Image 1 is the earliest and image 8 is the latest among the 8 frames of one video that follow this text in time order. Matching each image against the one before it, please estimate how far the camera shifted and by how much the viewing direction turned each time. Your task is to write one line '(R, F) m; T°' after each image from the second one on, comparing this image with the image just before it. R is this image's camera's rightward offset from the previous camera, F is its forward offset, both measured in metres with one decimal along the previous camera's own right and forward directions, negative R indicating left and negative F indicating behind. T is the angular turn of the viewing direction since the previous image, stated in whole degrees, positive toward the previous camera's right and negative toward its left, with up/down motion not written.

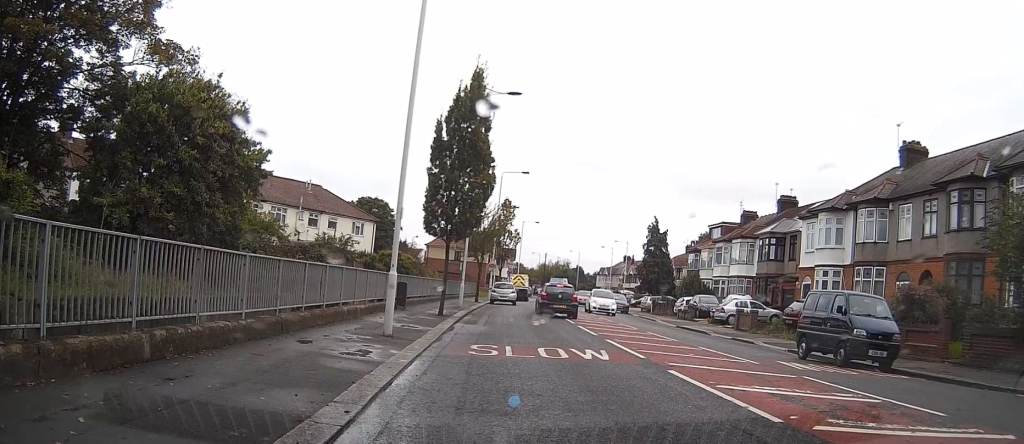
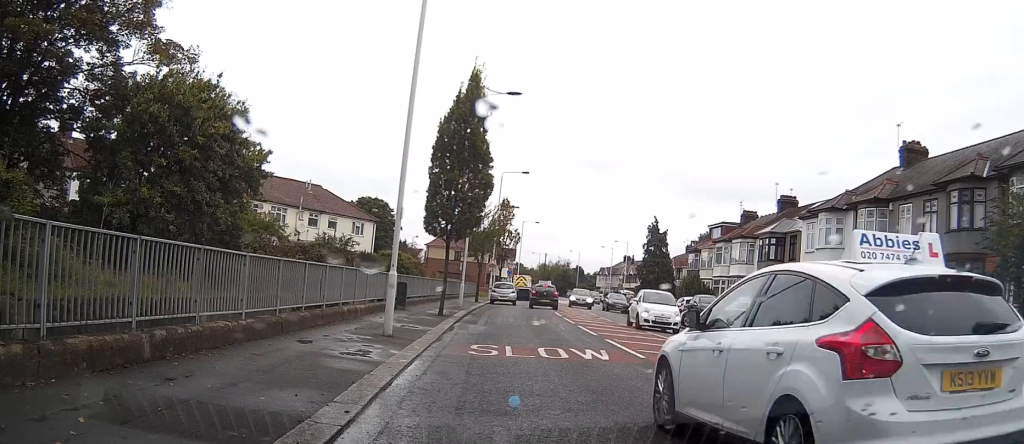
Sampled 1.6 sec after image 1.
(0.0, 0.0) m; 0°
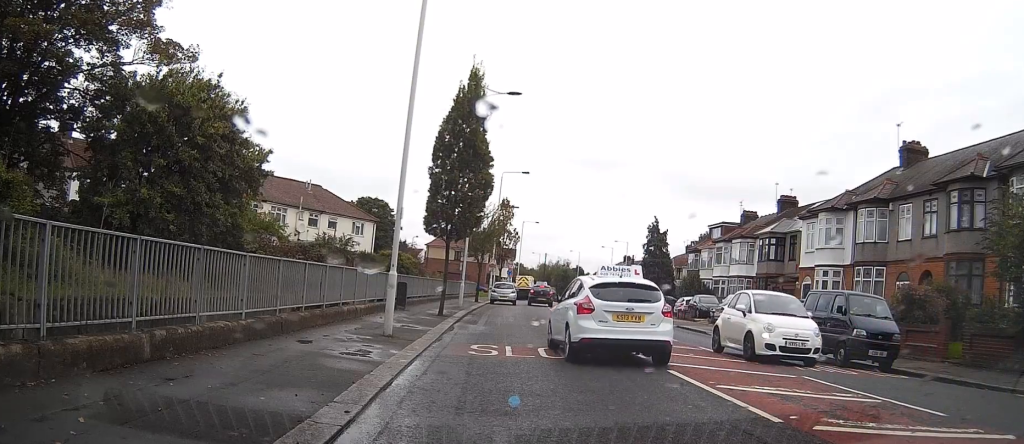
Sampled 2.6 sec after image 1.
(0.0, 0.0) m; 0°
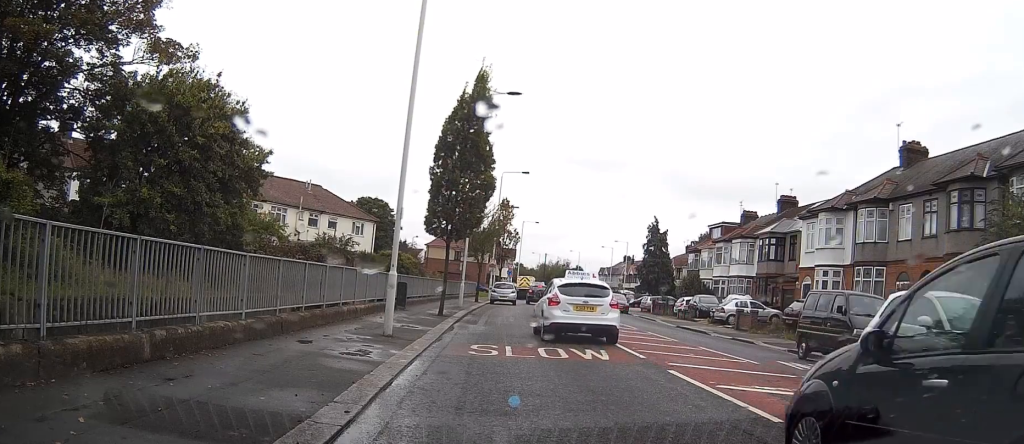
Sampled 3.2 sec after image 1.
(0.0, 0.0) m; 0°
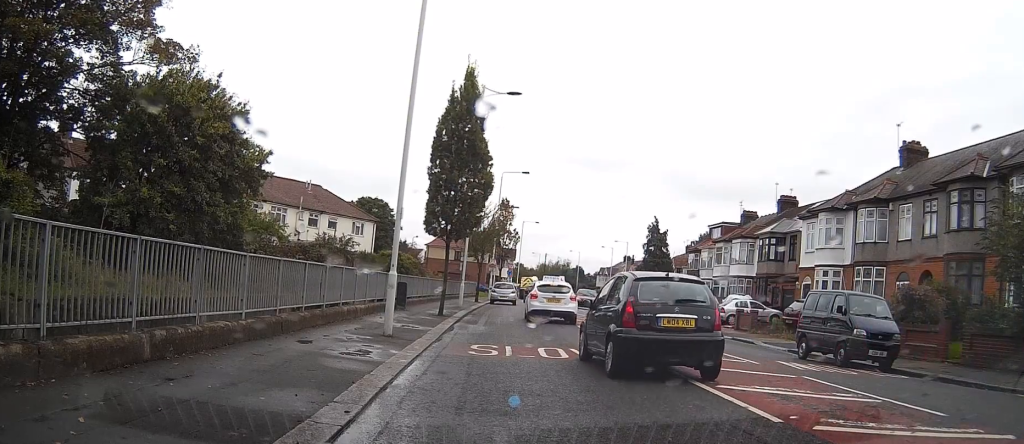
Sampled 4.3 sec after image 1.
(0.0, 0.0) m; 0°
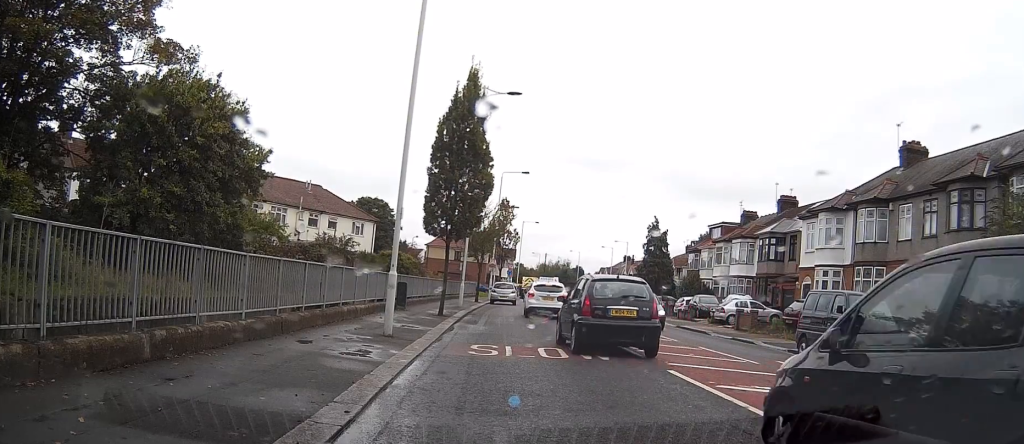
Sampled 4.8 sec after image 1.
(0.0, 0.0) m; 0°
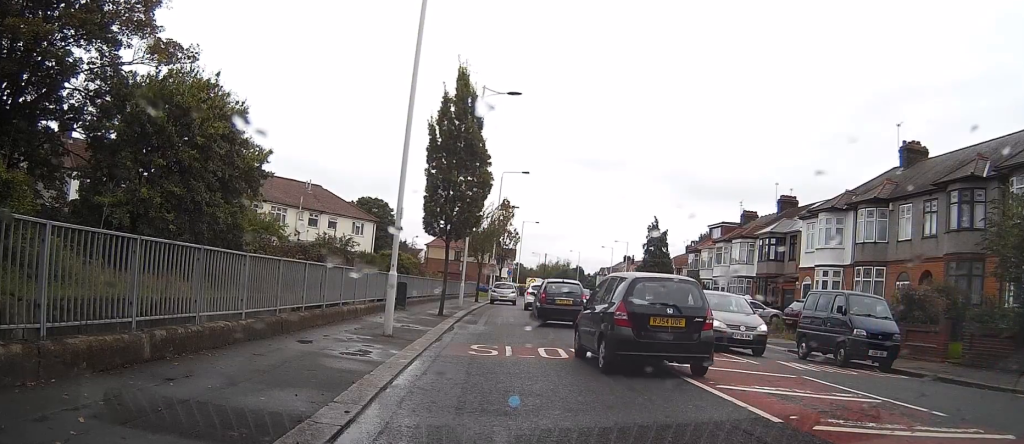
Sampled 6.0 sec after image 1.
(0.0, 0.0) m; 0°
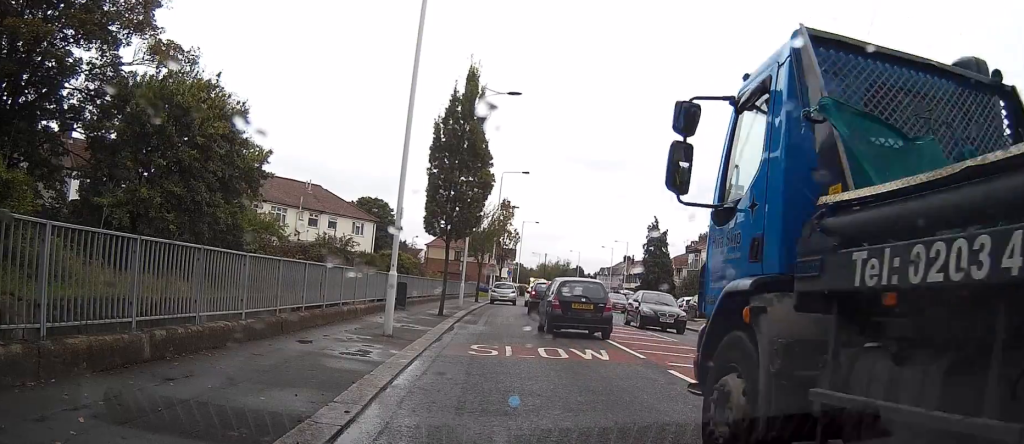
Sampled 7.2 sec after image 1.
(0.0, 0.0) m; 0°
